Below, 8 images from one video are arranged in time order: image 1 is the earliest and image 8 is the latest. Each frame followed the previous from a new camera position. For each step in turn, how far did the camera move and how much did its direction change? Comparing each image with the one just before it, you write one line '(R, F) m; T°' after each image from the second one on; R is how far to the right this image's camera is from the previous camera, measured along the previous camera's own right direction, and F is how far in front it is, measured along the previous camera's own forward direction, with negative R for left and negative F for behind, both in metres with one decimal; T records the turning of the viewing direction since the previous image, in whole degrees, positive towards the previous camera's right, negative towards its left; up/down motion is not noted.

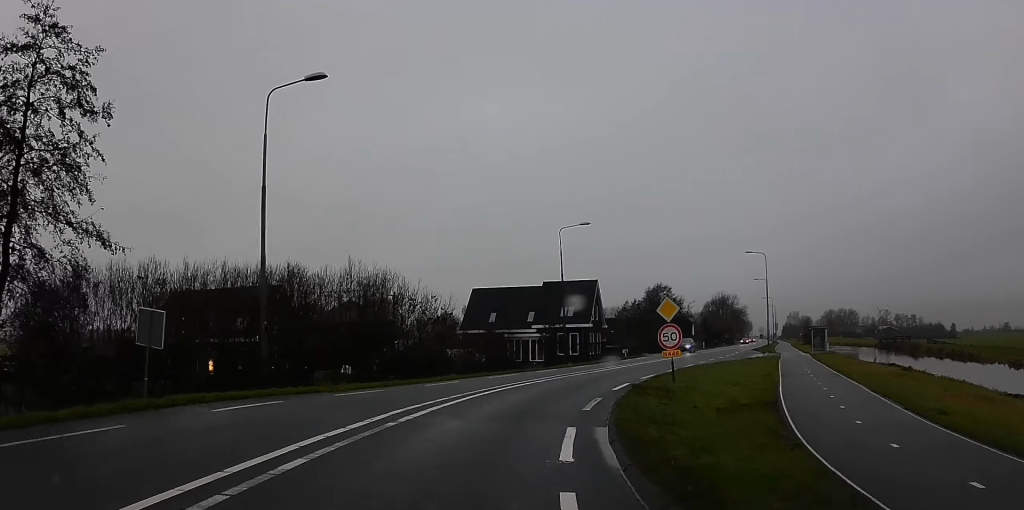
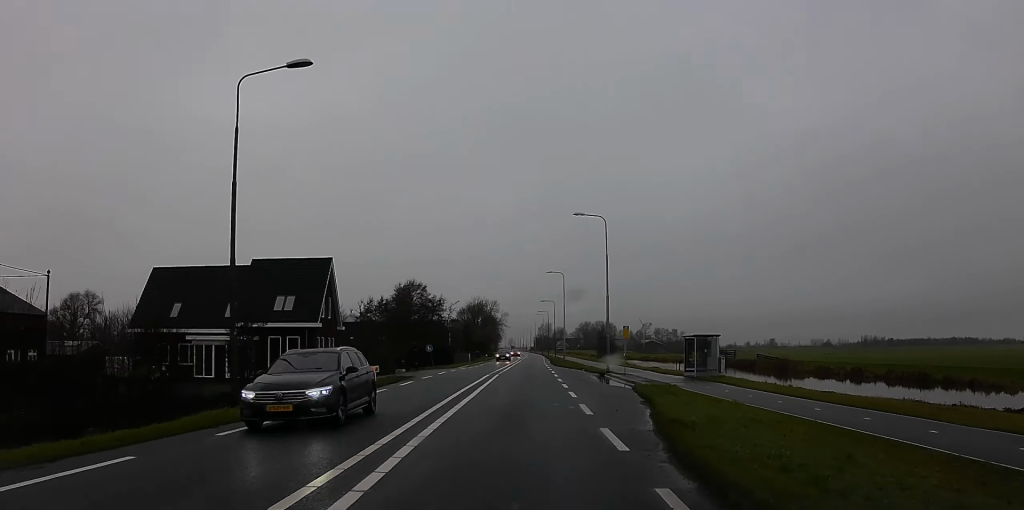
(0.0, +27.1) m; 0°
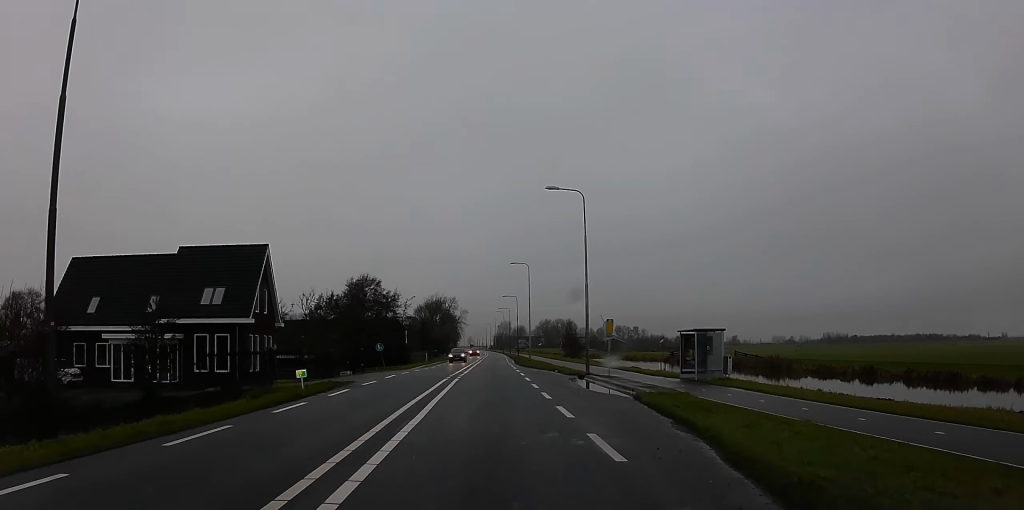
(0.0, +7.3) m; 0°
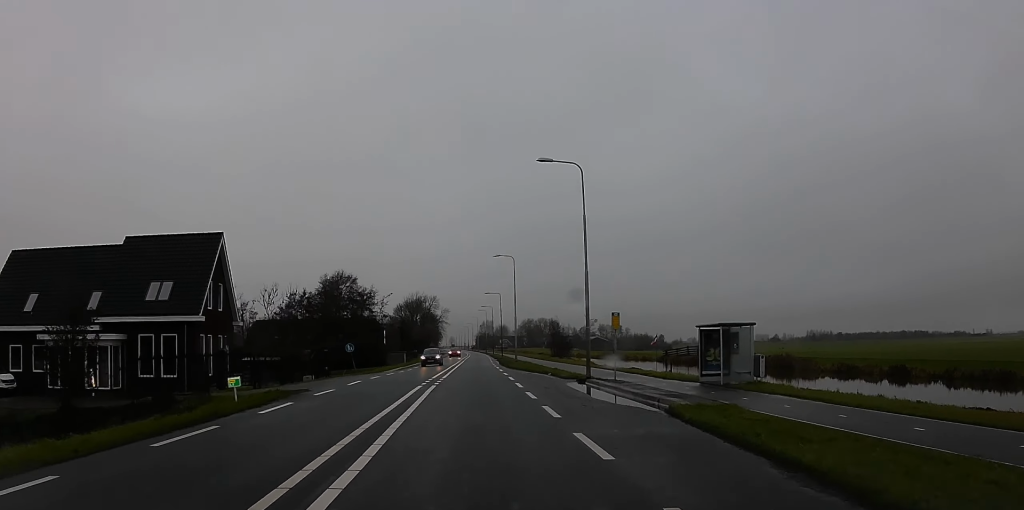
(0.0, +5.7) m; 0°
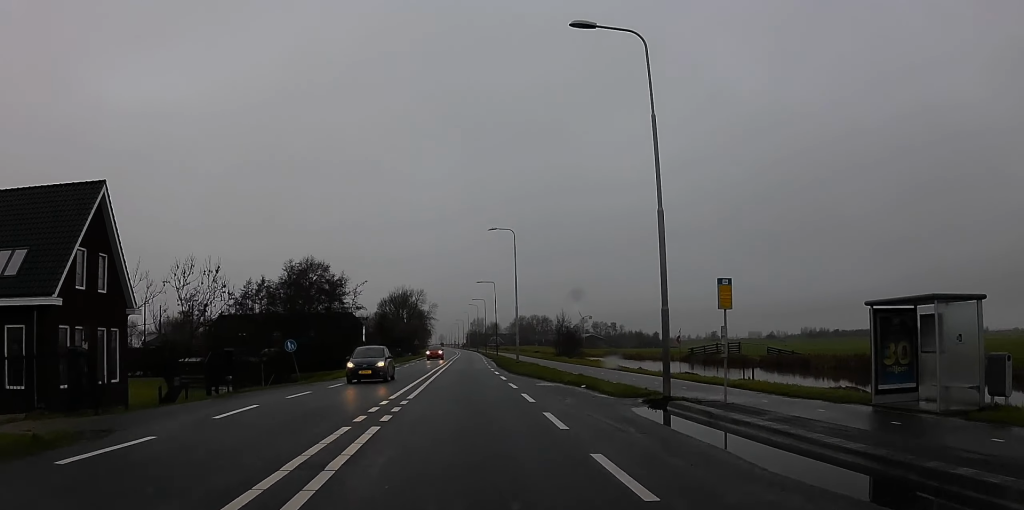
(0.0, +14.0) m; 0°
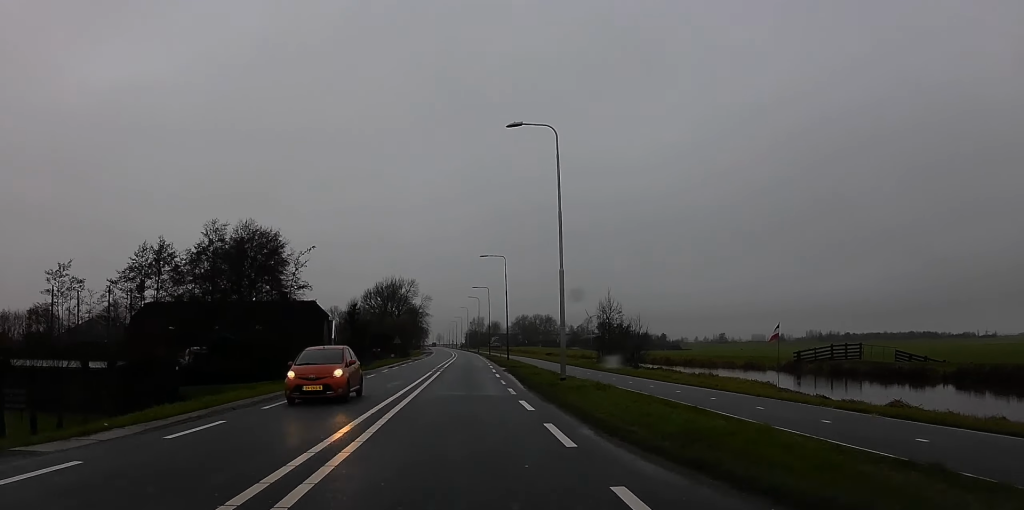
(0.0, +25.5) m; +1°
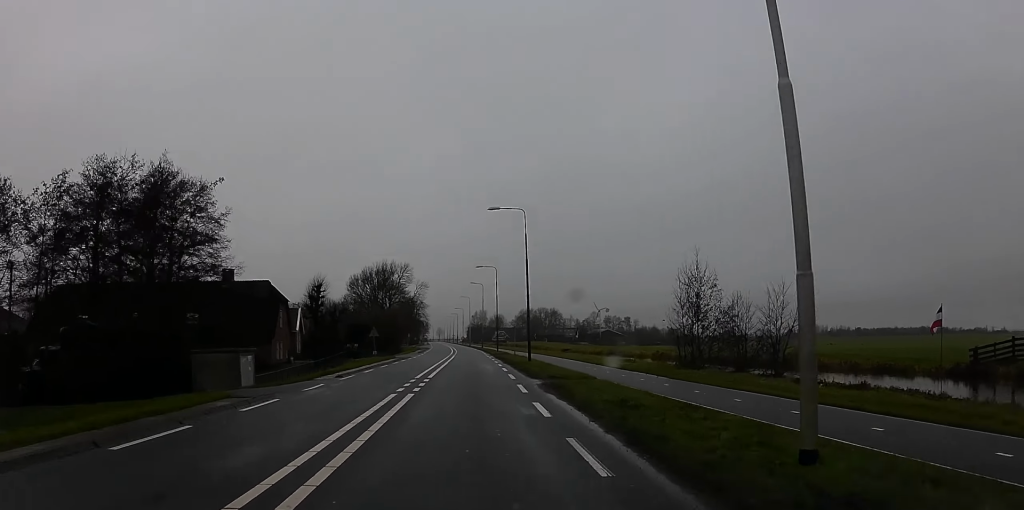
(+0.9, +20.3) m; +6°
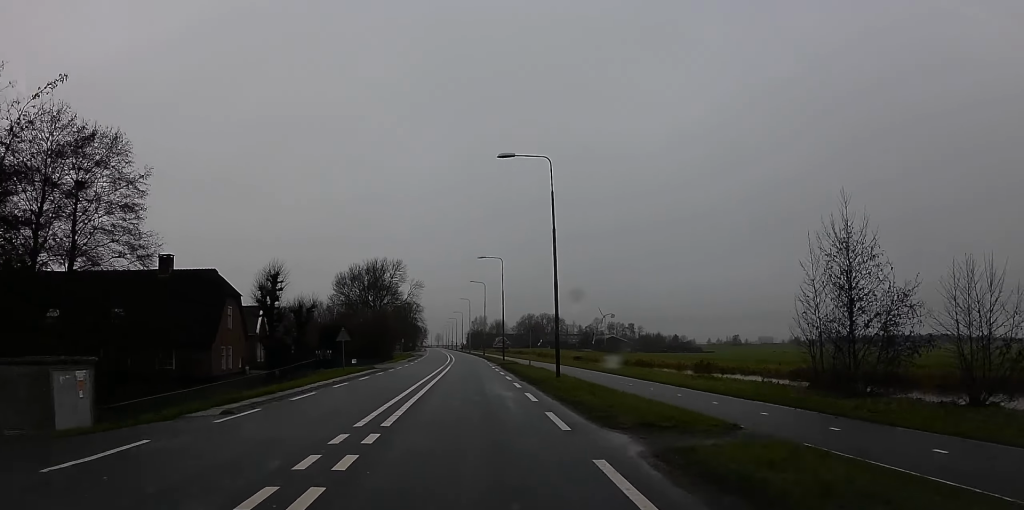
(+0.5, +13.5) m; +3°
